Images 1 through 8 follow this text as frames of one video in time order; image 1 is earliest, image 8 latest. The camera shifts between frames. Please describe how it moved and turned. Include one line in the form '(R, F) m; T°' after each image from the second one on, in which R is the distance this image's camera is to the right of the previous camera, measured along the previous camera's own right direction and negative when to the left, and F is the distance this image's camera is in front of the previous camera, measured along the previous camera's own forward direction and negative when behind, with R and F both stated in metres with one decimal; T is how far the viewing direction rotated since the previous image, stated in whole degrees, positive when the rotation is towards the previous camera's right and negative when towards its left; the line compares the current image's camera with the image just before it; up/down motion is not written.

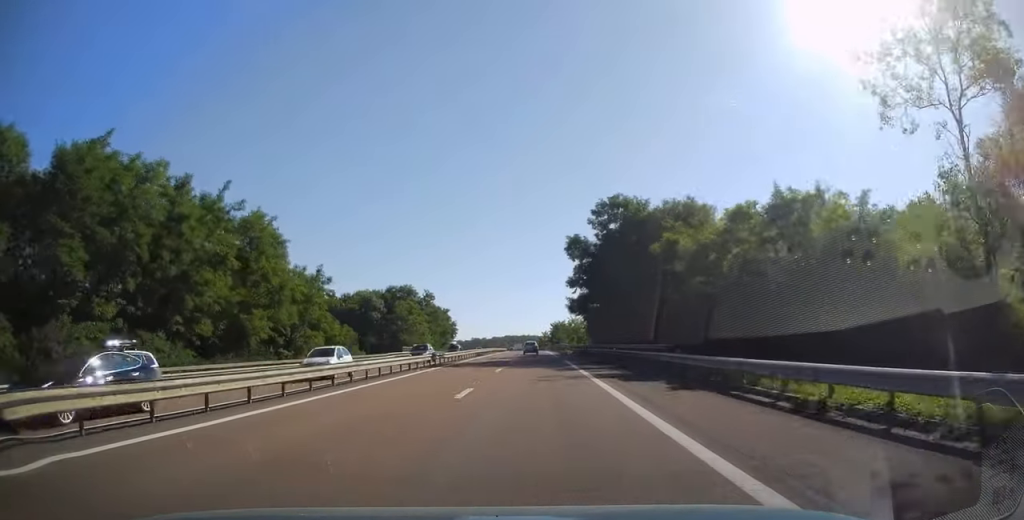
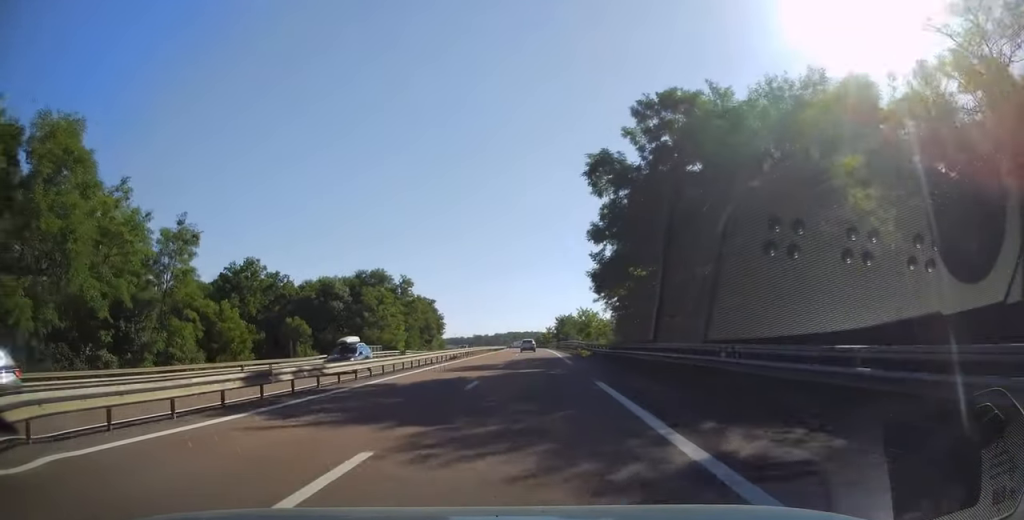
(-0.1, +23.2) m; -1°
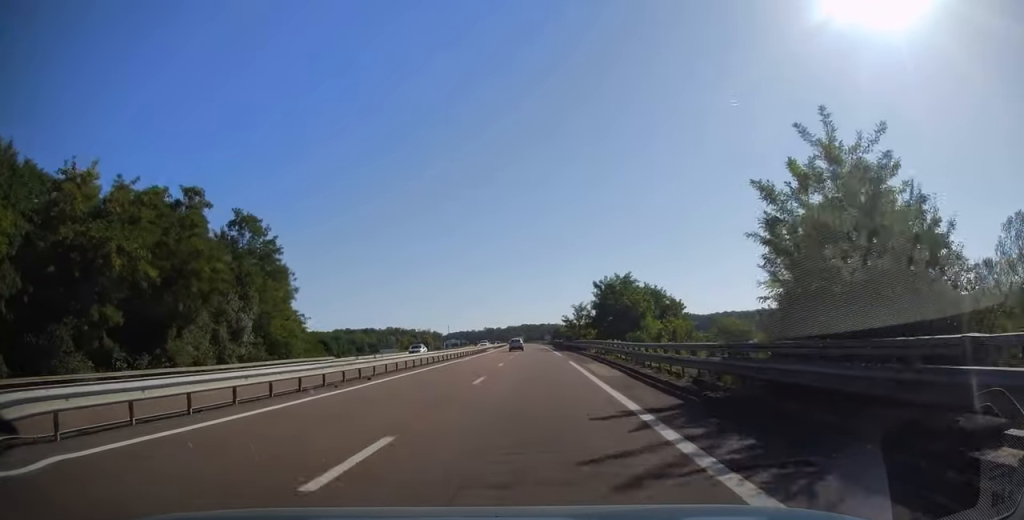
(-1.0, +89.7) m; -1°
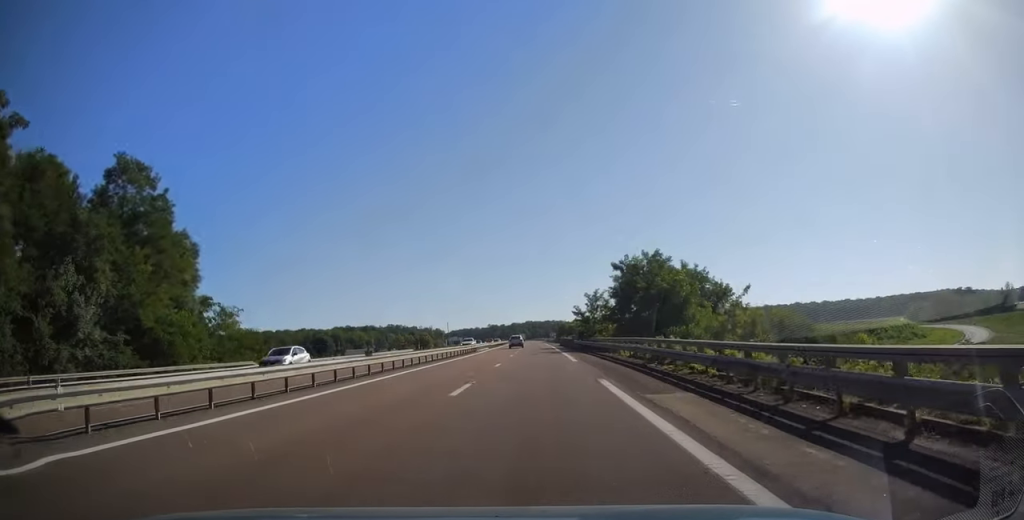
(+0.1, +17.3) m; 0°
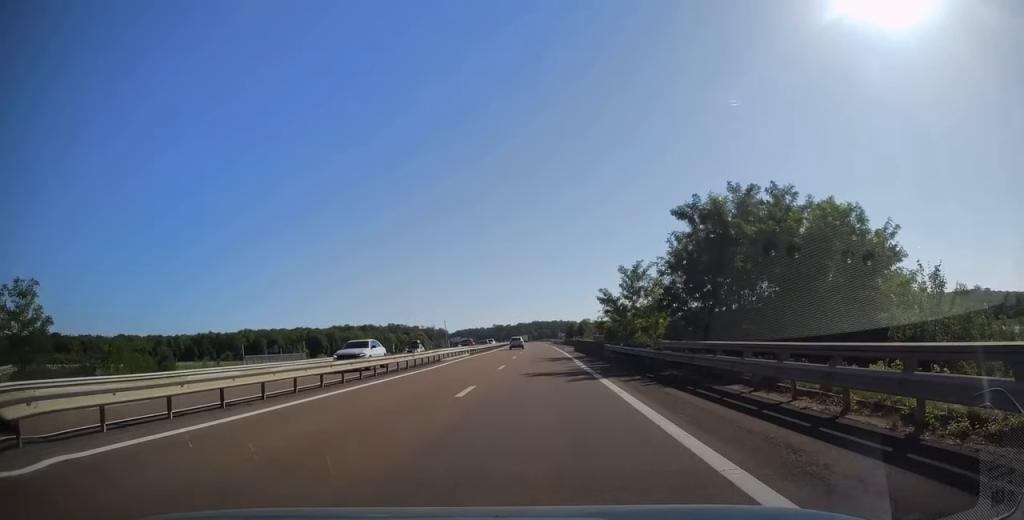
(-0.3, +25.9) m; -1°
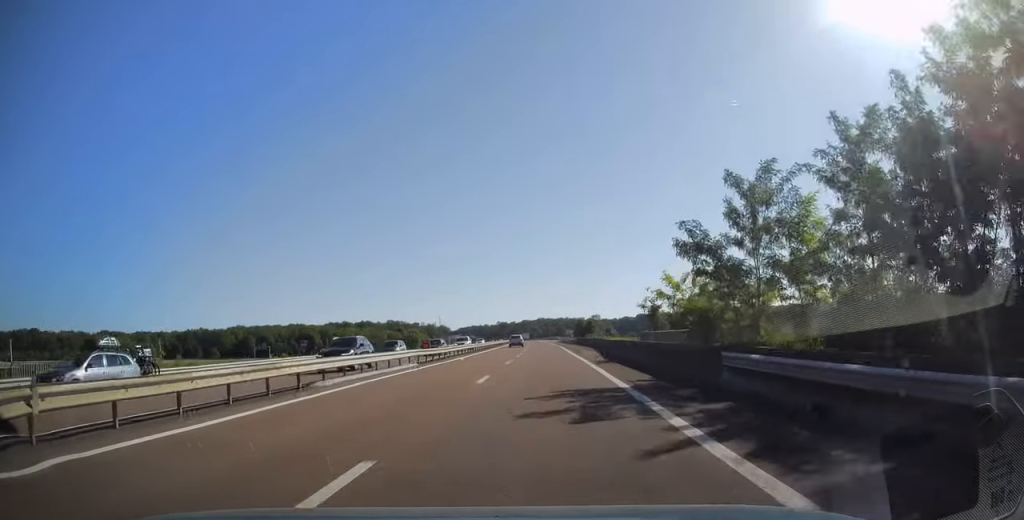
(-0.3, +23.9) m; -1°
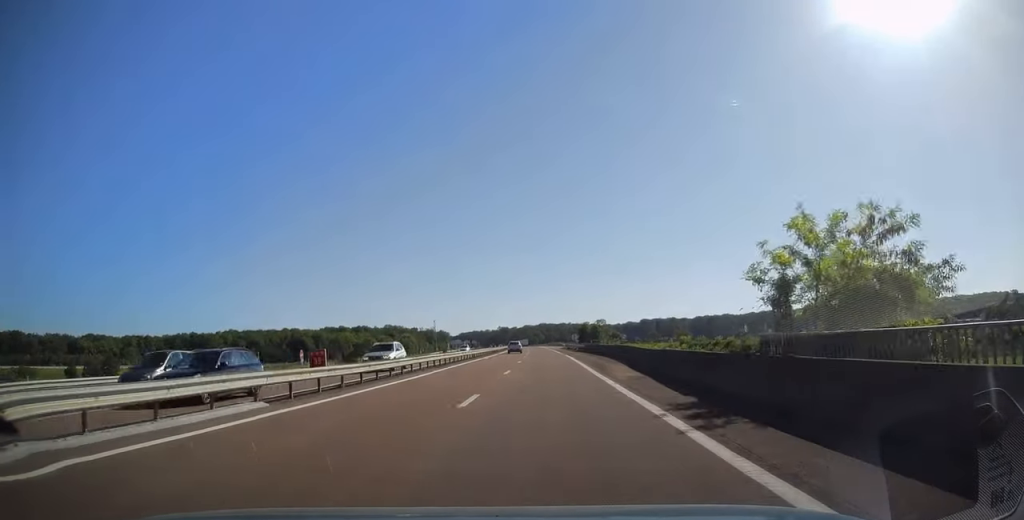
(-0.2, +16.8) m; 0°
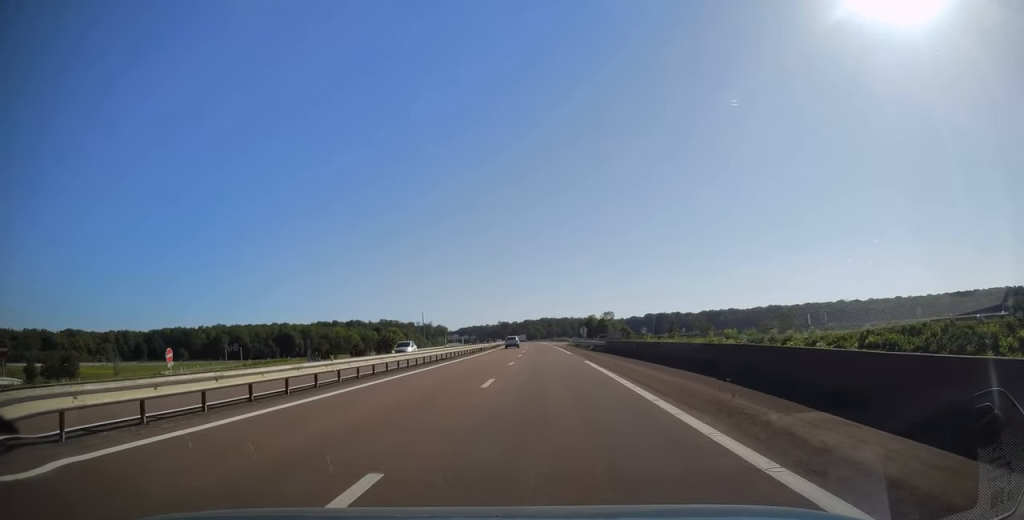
(+0.2, +22.8) m; 0°
